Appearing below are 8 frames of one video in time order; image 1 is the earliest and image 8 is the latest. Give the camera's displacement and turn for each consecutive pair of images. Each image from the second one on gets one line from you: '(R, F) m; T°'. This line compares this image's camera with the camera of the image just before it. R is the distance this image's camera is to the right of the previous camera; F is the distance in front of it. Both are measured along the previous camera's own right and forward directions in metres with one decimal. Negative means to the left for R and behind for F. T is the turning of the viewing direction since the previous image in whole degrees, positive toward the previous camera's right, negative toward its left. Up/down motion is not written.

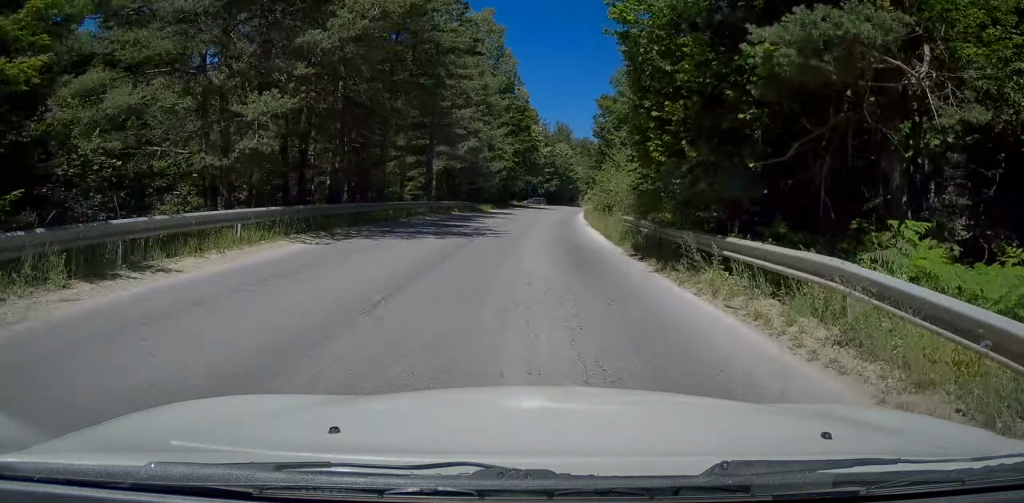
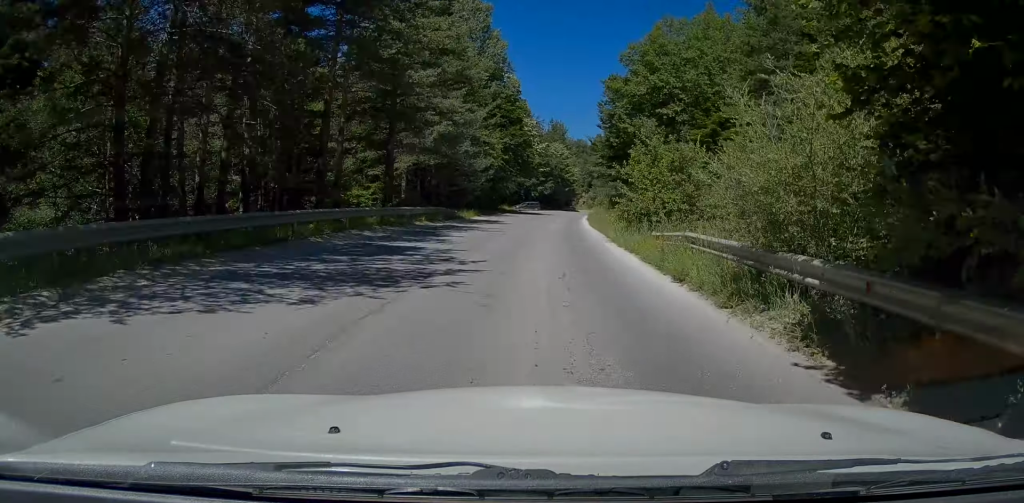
(-0.2, +9.6) m; -1°
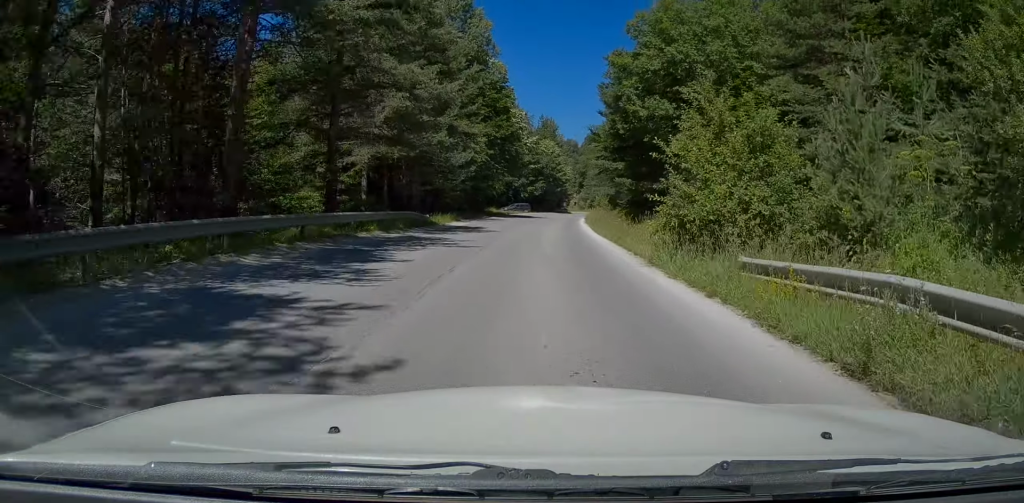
(0.0, +7.4) m; +1°
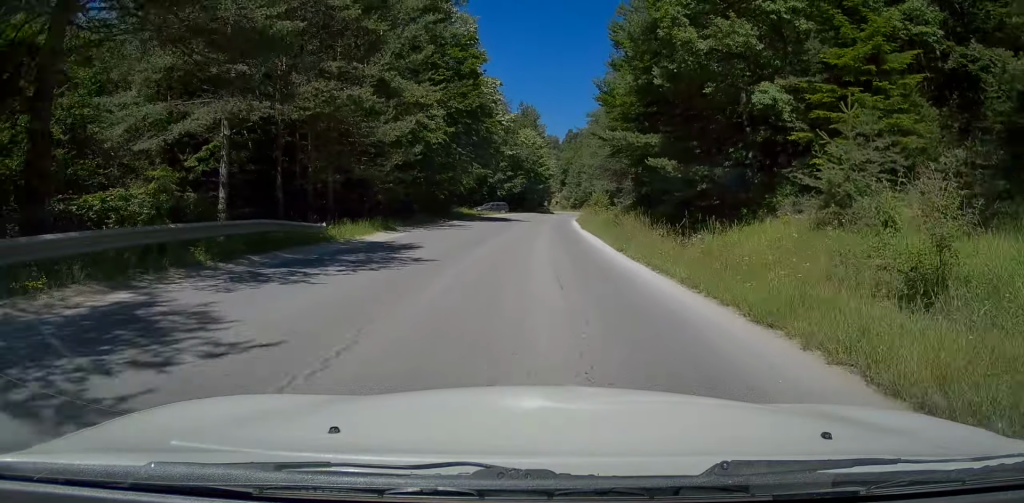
(+0.1, +13.7) m; +3°
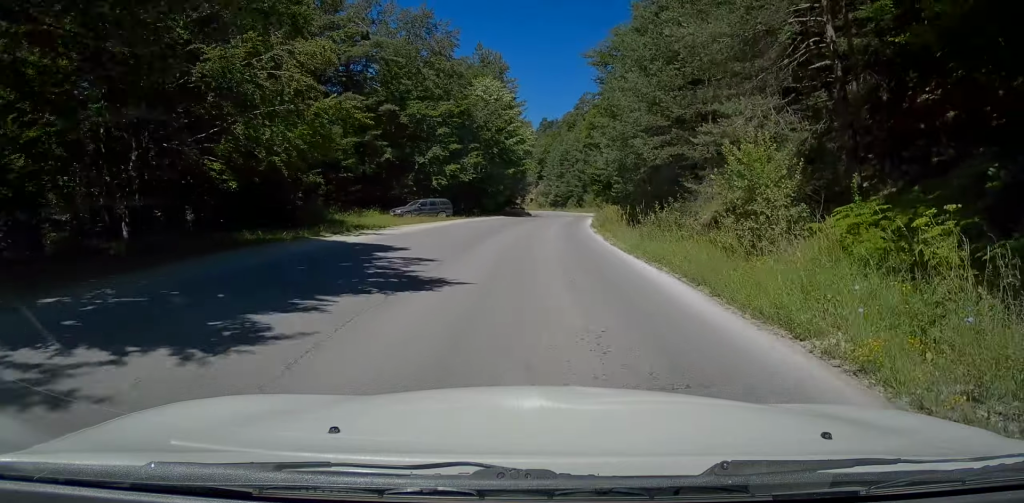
(+1.2, +35.8) m; +2°
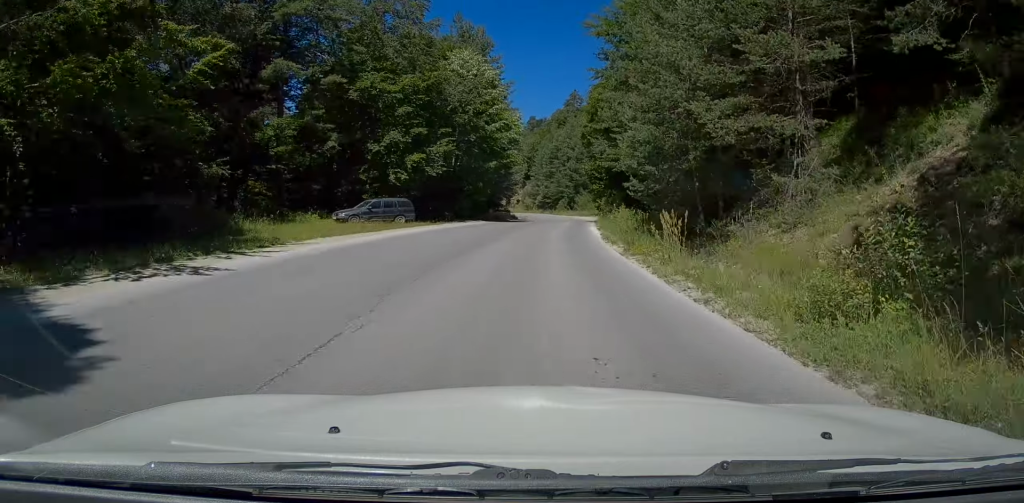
(+0.1, +10.5) m; +1°
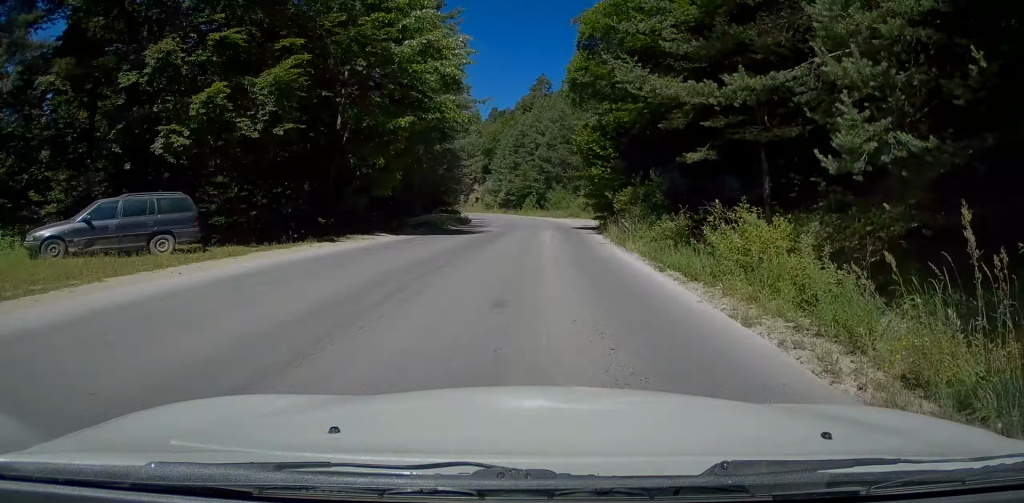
(+0.4, +20.5) m; +2°
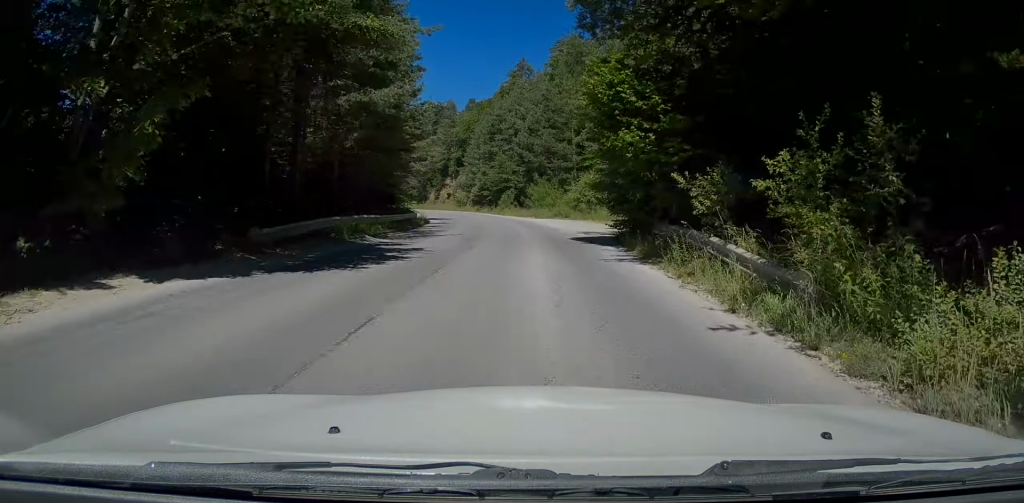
(+0.2, +13.8) m; +1°
